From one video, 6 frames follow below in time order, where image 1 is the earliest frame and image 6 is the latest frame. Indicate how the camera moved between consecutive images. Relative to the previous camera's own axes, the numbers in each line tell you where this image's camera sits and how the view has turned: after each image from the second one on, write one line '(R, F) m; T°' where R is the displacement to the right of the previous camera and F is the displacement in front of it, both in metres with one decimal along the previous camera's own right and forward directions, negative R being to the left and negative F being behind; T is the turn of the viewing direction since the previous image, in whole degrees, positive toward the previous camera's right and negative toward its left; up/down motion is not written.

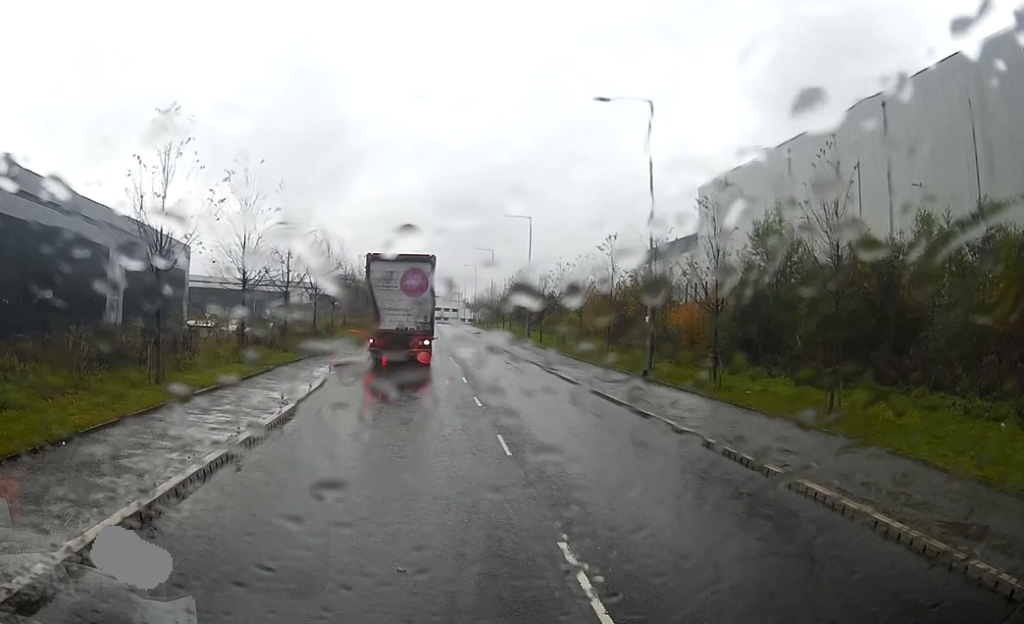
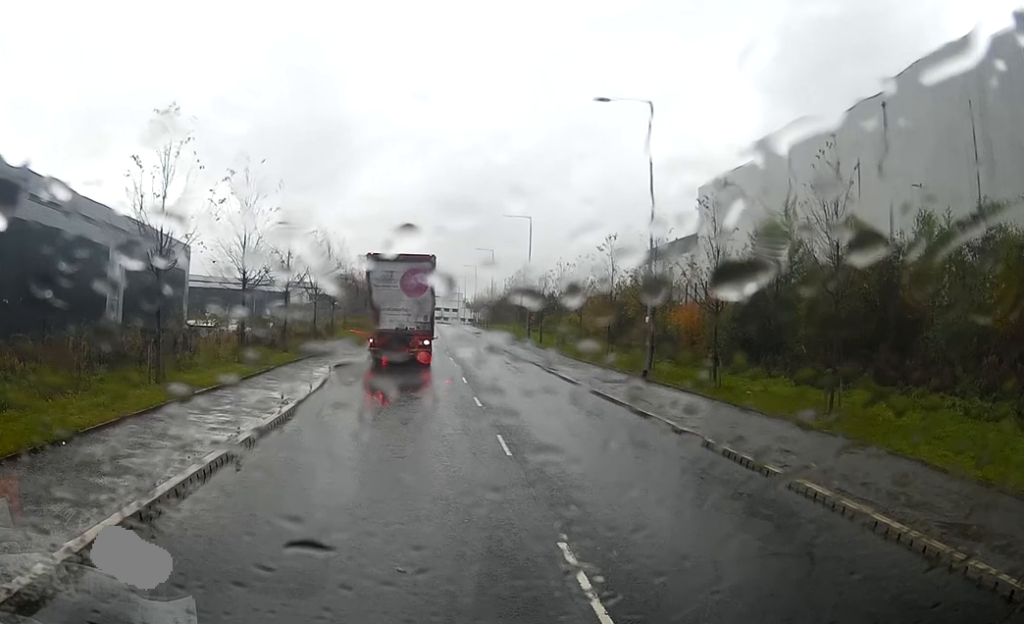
(-0.2, +0.5) m; 0°
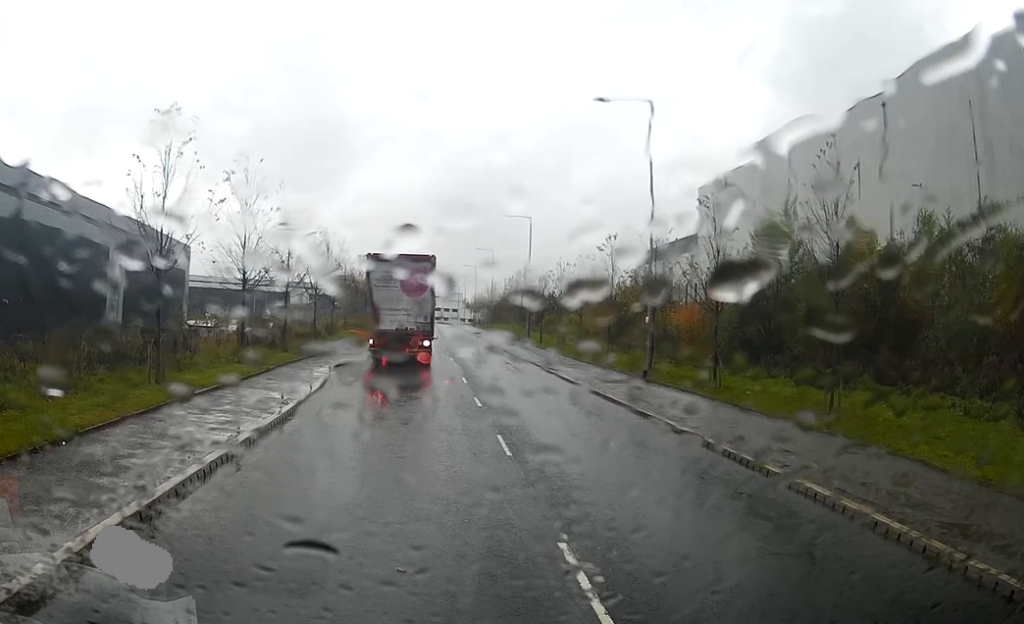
(0.0, 0.0) m; 0°
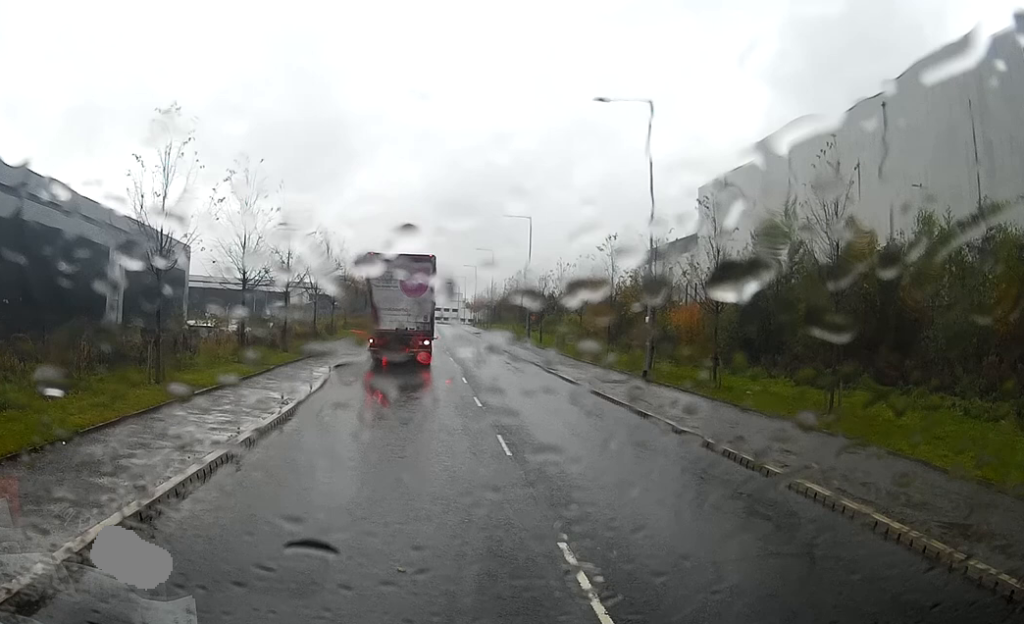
(0.0, 0.0) m; 0°
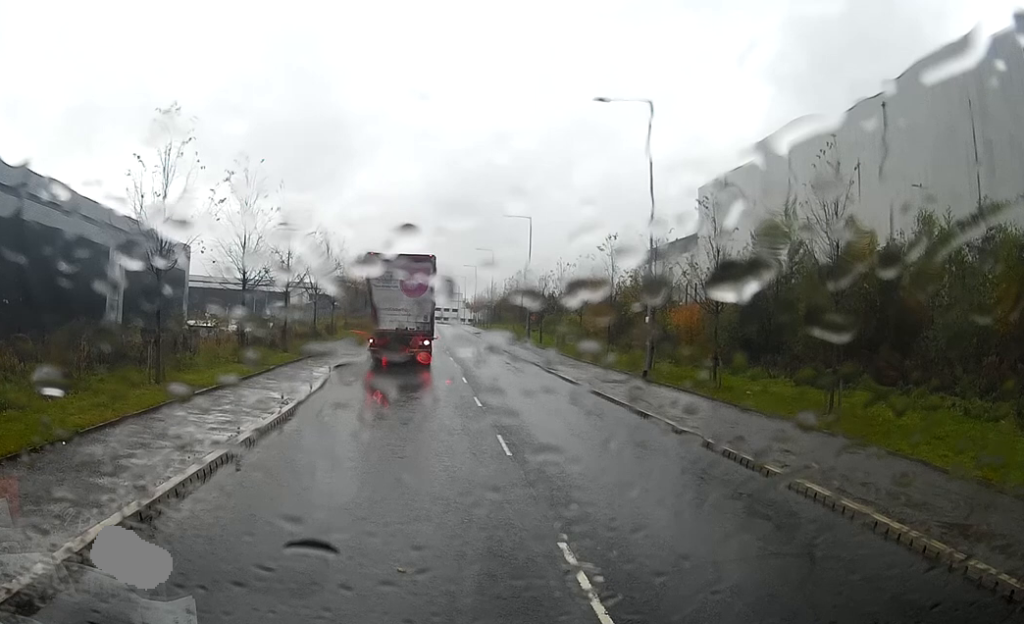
(0.0, 0.0) m; 0°
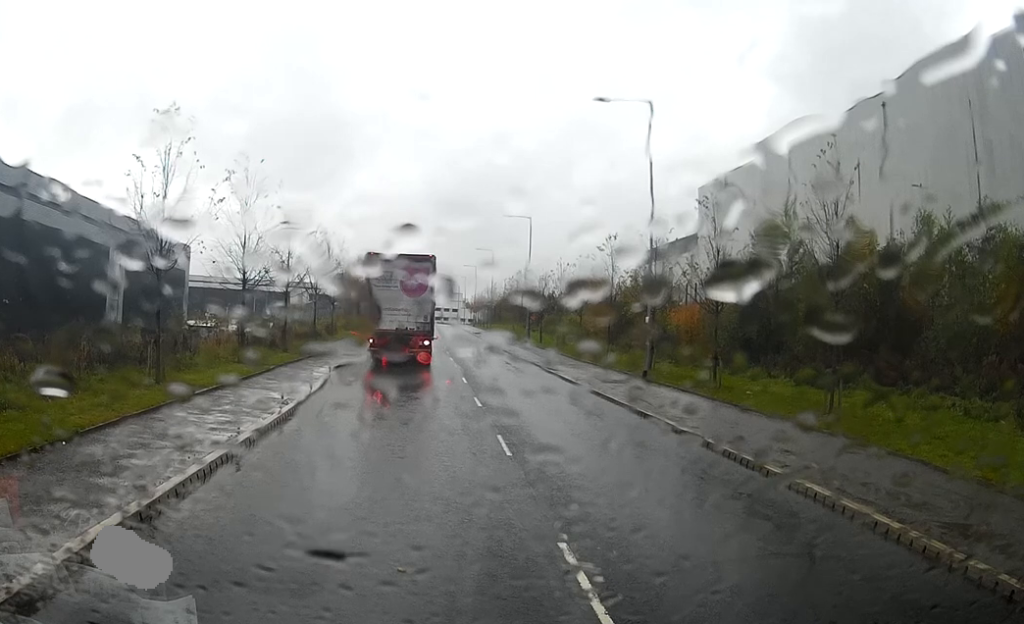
(0.0, 0.0) m; 0°
